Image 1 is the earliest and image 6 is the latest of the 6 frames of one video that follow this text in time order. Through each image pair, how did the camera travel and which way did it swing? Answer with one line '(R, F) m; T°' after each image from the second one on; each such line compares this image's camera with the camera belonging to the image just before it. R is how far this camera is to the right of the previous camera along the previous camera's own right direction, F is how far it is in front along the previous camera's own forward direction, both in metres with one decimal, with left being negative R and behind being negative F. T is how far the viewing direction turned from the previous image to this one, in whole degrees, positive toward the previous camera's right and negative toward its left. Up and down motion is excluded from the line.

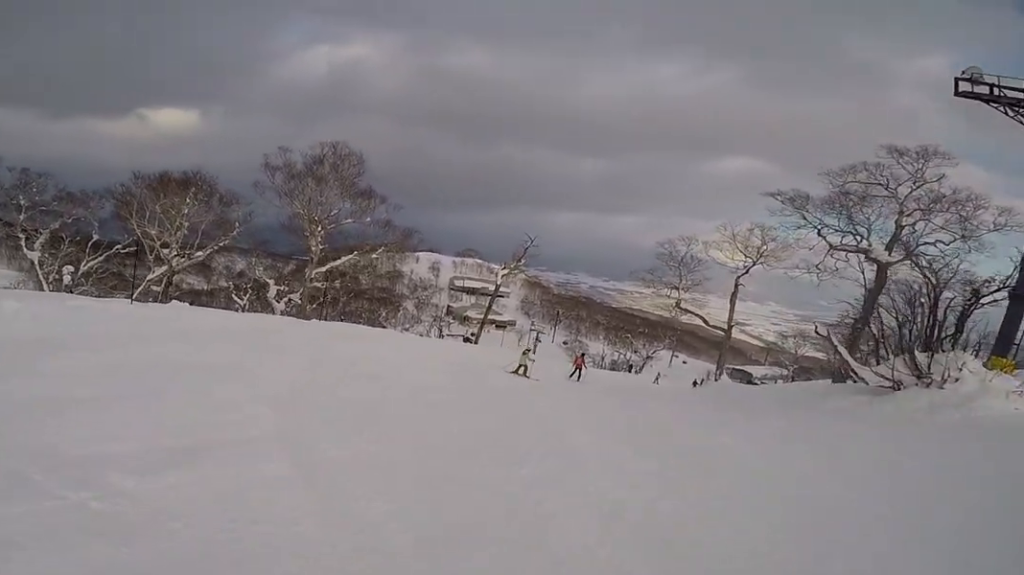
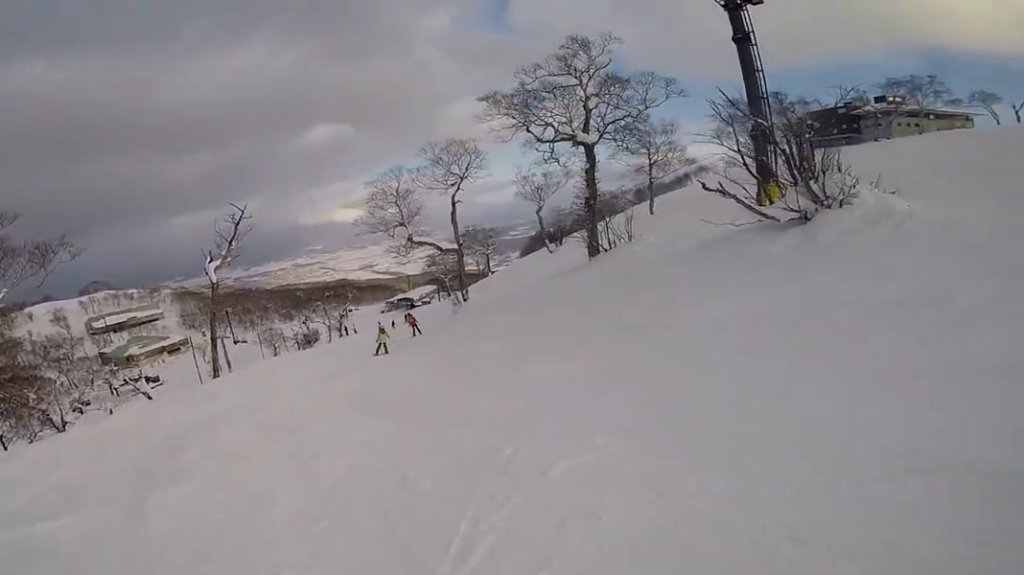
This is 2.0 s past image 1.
(+2.5, +8.0) m; +55°
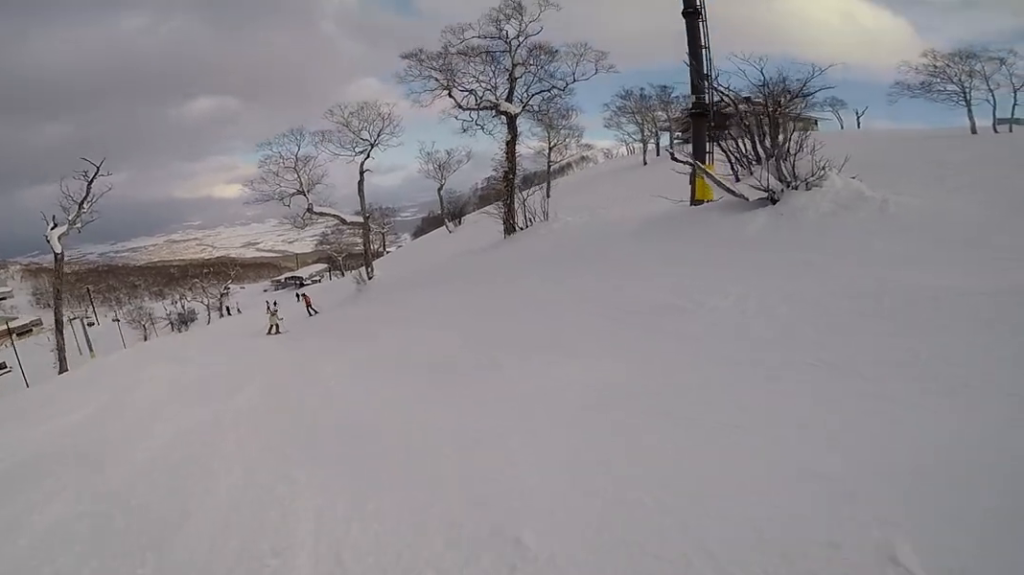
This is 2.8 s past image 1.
(+0.9, +3.4) m; +11°
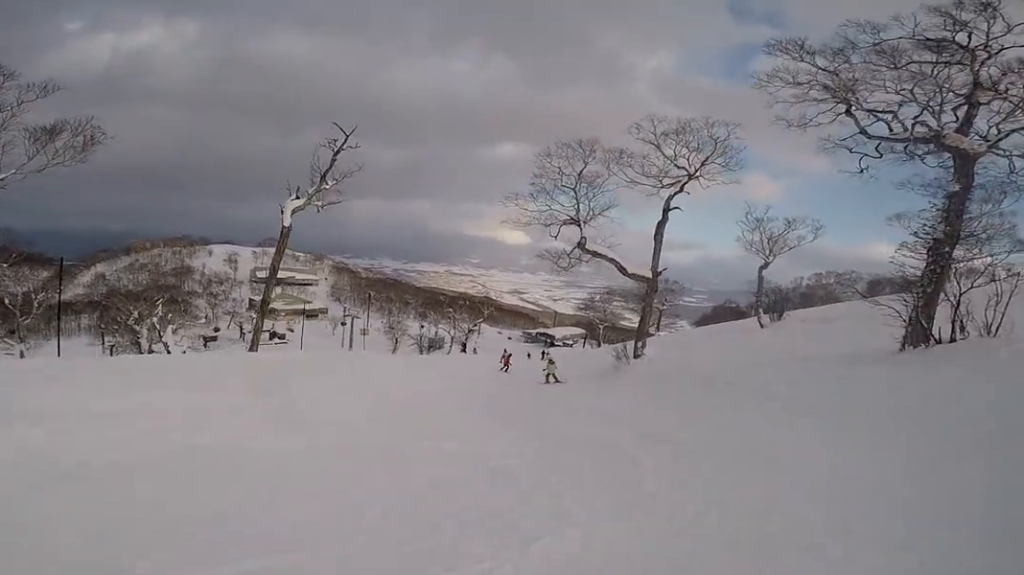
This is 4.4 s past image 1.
(-0.6, +6.9) m; -9°
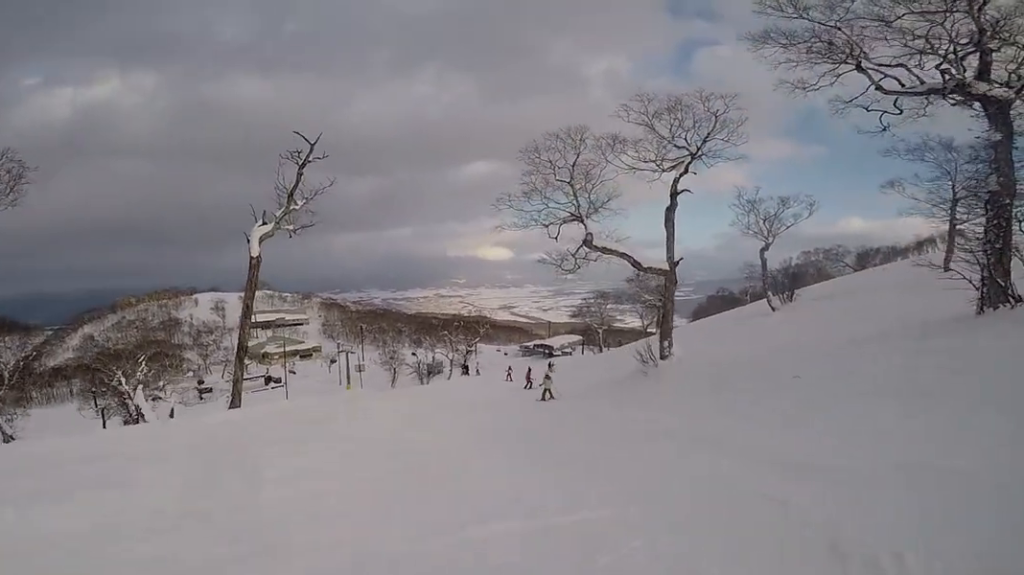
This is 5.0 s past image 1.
(-0.5, +2.5) m; +1°
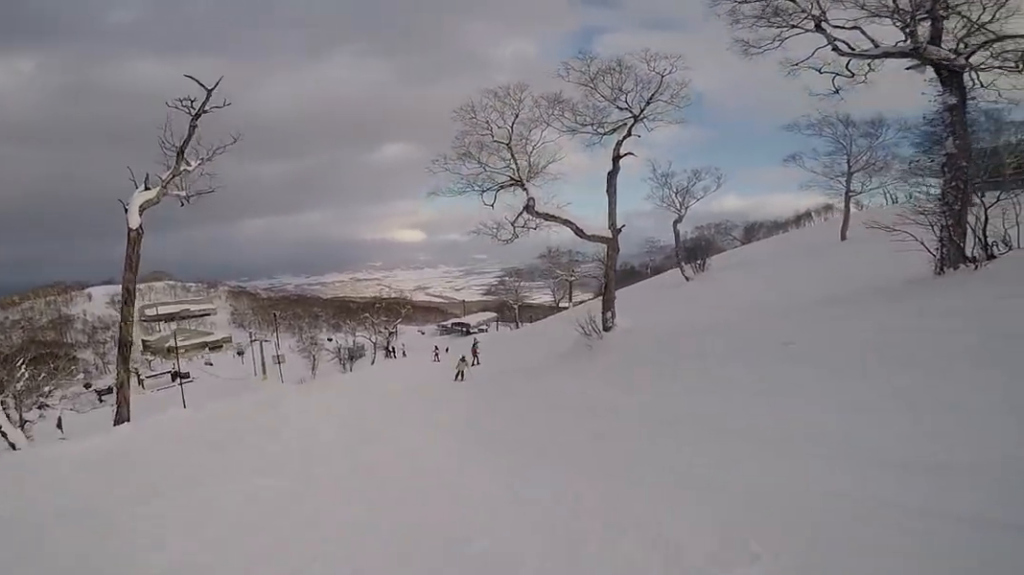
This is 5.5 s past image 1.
(+0.5, +2.6) m; +1°
